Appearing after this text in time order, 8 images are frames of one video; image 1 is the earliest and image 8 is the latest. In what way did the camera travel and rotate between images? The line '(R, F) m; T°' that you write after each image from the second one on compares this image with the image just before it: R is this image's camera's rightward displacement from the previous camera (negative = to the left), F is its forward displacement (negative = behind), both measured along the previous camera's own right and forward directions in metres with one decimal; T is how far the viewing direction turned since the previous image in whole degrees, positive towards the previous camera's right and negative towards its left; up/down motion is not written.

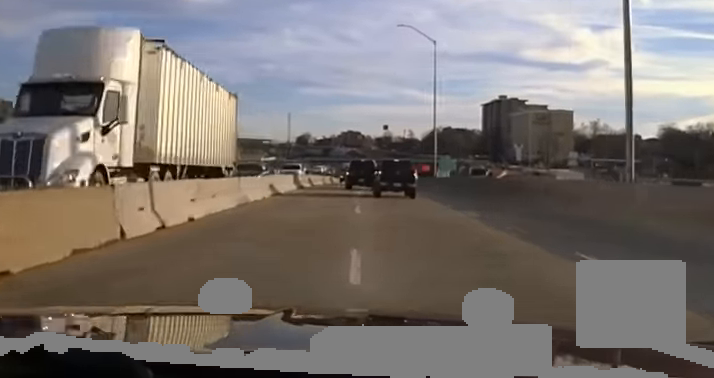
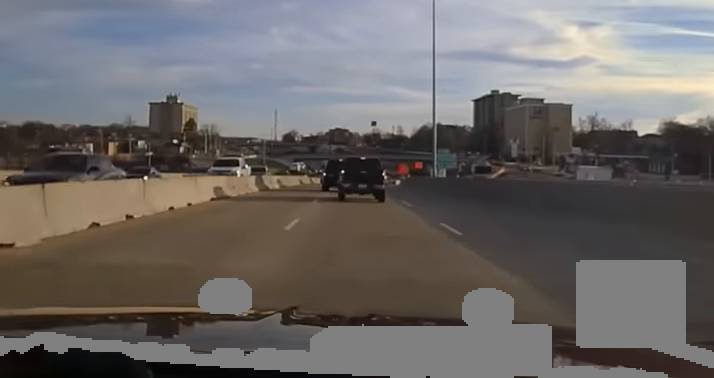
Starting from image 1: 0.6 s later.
(+0.2, +19.7) m; +1°
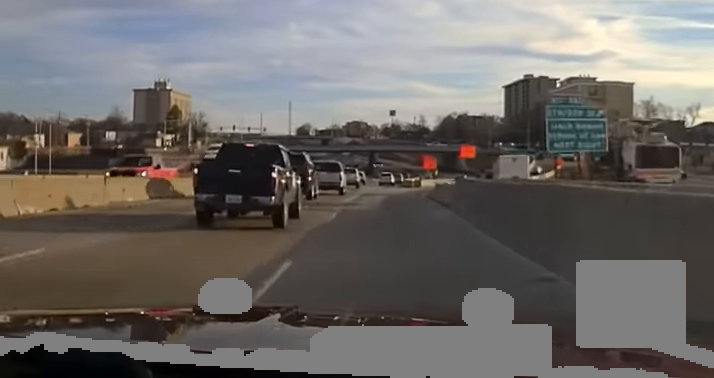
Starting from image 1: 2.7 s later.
(+0.5, +61.7) m; 0°
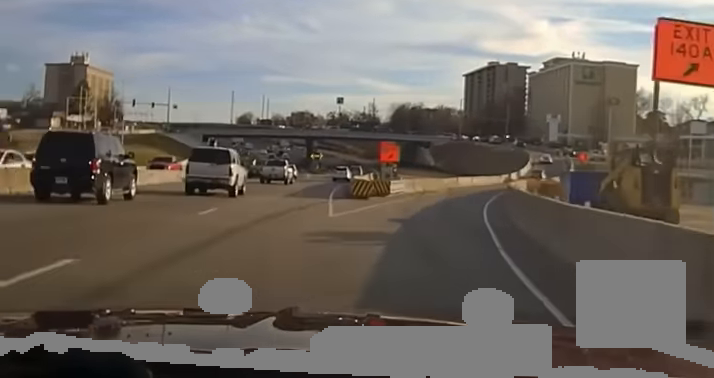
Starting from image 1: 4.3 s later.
(0.0, +44.4) m; +2°
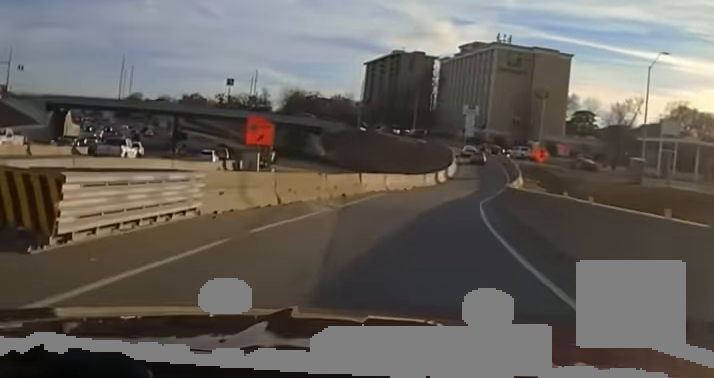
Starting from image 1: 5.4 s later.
(+1.3, +30.9) m; +6°
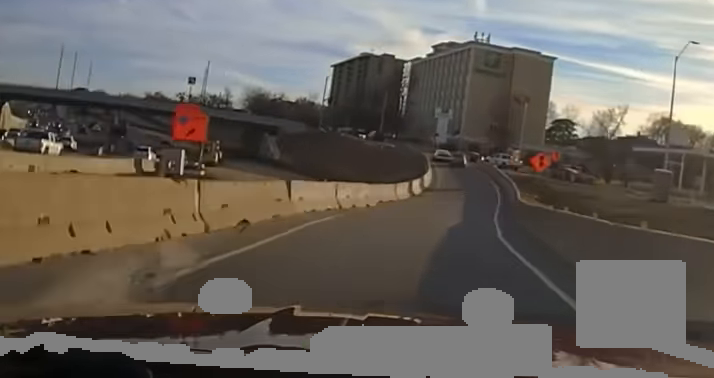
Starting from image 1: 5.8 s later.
(0.0, +13.0) m; +5°
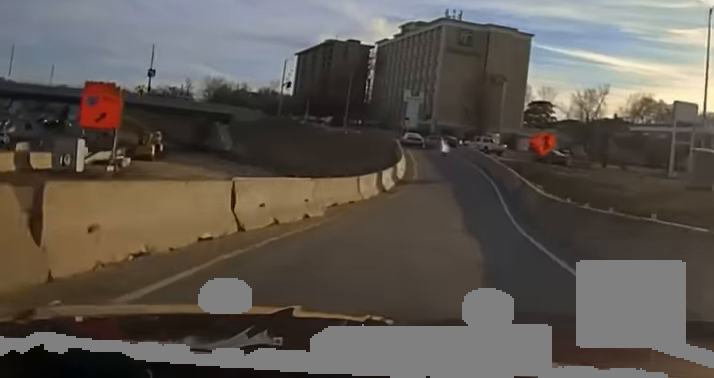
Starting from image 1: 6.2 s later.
(-0.7, +11.8) m; +4°
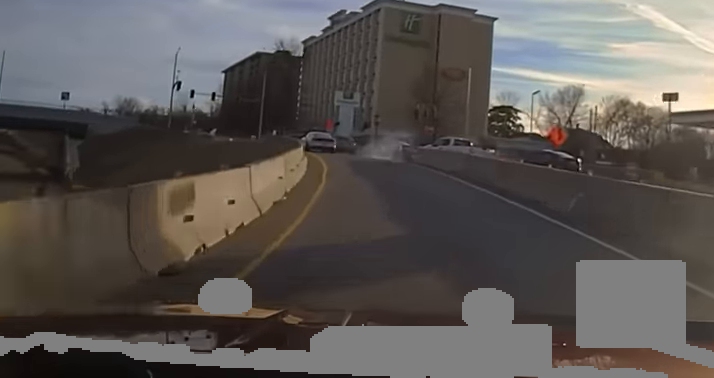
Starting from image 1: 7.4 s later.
(+4.4, +34.7) m; +4°
